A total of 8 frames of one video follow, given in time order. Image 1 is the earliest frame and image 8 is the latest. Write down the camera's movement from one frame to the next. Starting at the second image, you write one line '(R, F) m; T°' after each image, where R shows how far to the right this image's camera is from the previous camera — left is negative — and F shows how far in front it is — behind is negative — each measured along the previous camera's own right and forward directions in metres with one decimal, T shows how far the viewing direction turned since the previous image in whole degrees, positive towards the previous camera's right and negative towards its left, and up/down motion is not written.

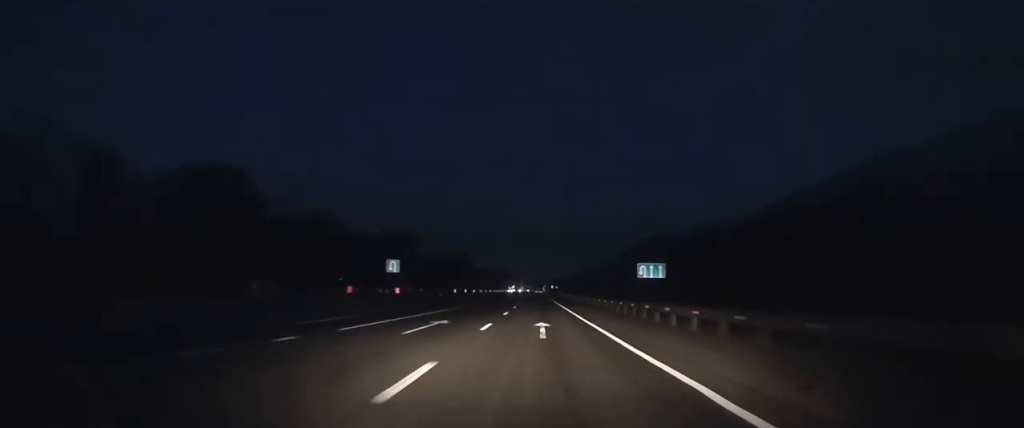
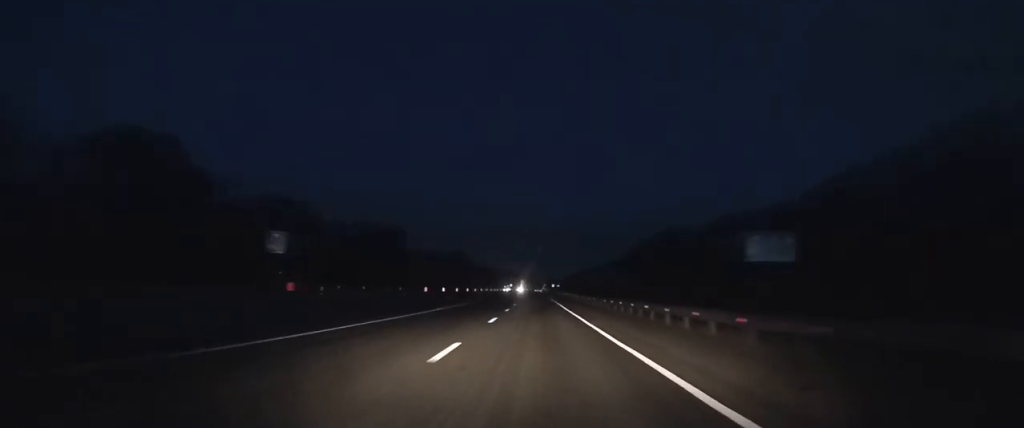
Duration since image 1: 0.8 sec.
(0.0, +26.3) m; 0°
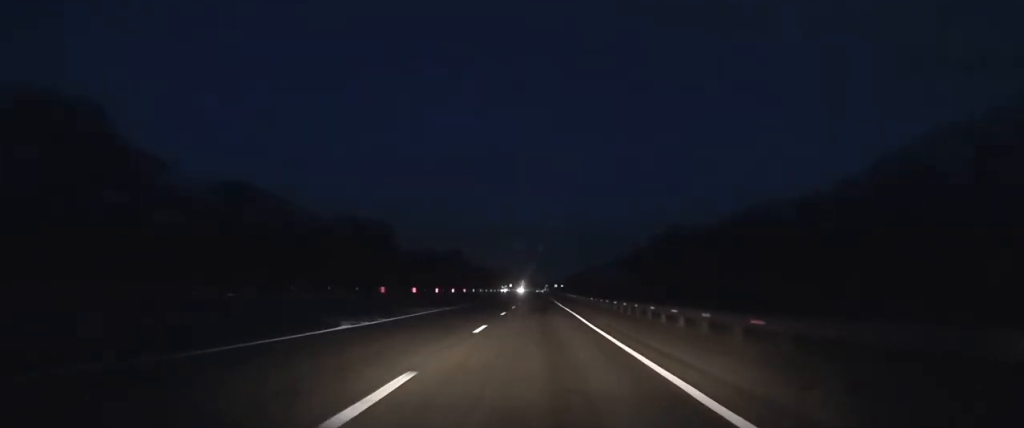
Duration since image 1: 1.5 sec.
(0.0, +21.0) m; 0°
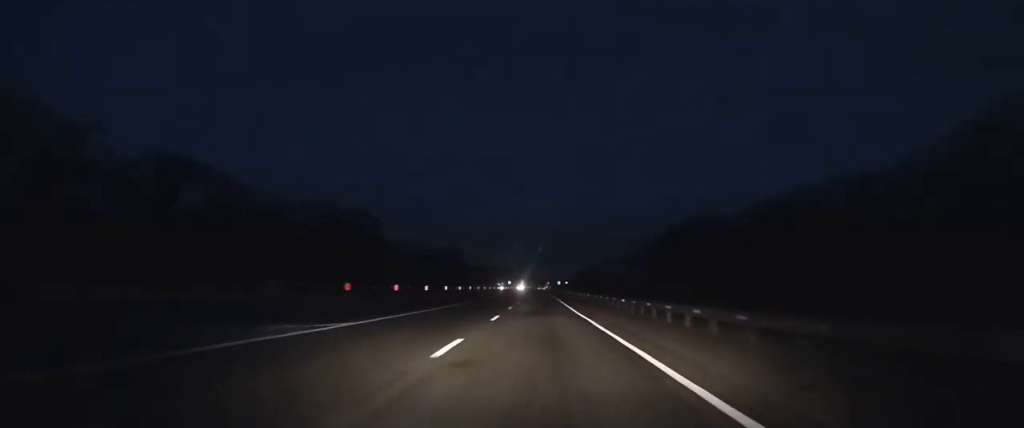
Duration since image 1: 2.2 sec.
(-0.1, +21.7) m; 0°
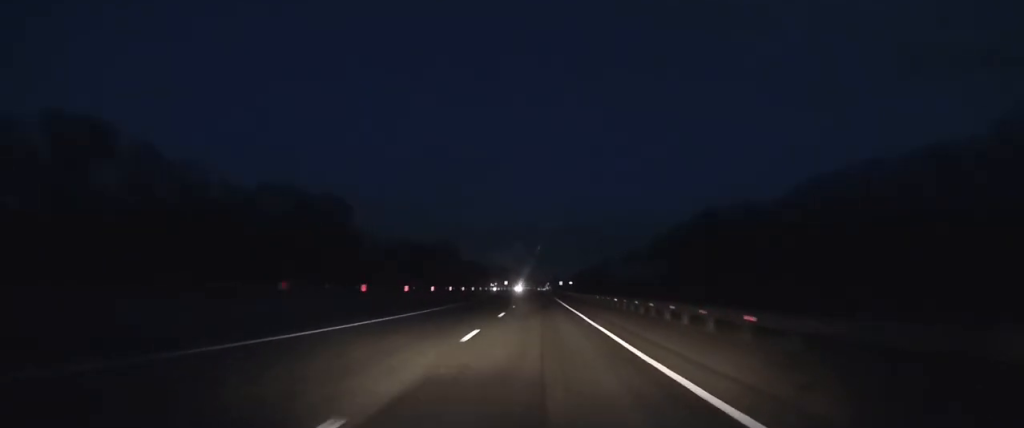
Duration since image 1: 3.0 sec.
(0.0, +22.5) m; 0°
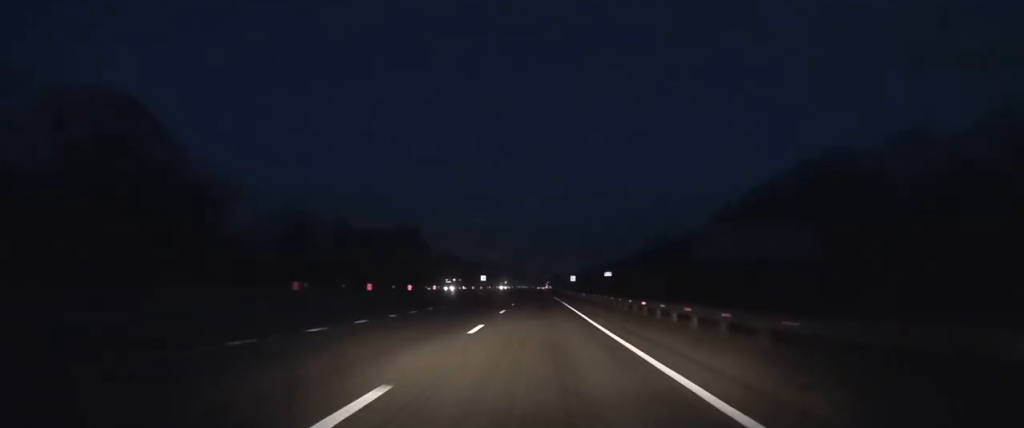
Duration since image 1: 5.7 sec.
(+0.2, +69.7) m; 0°
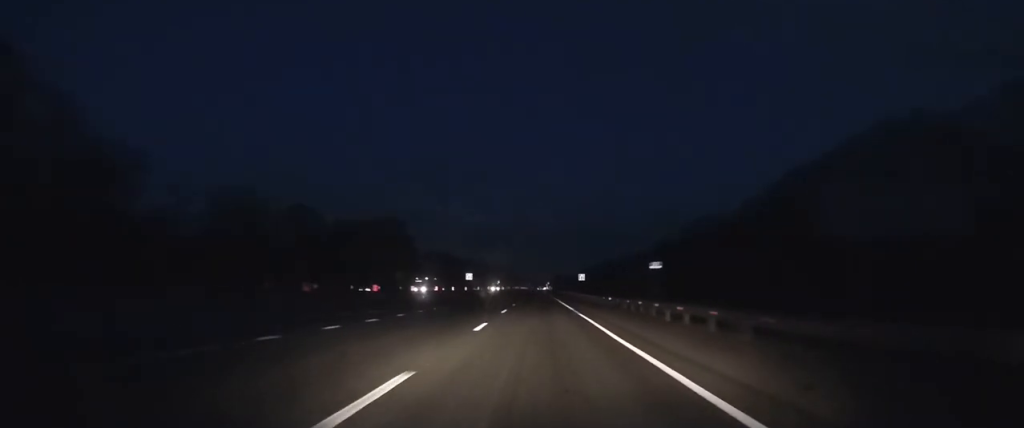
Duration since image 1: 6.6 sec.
(0.0, +21.1) m; 0°
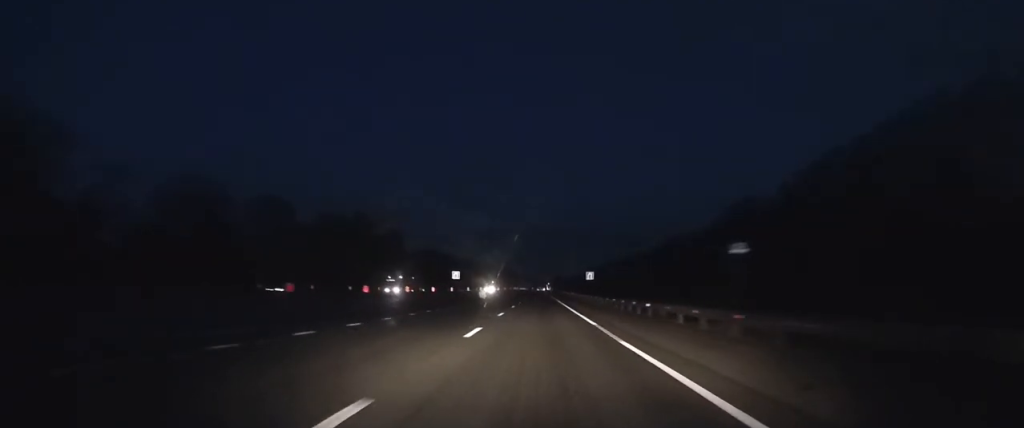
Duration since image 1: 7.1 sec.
(0.0, +12.5) m; 0°
